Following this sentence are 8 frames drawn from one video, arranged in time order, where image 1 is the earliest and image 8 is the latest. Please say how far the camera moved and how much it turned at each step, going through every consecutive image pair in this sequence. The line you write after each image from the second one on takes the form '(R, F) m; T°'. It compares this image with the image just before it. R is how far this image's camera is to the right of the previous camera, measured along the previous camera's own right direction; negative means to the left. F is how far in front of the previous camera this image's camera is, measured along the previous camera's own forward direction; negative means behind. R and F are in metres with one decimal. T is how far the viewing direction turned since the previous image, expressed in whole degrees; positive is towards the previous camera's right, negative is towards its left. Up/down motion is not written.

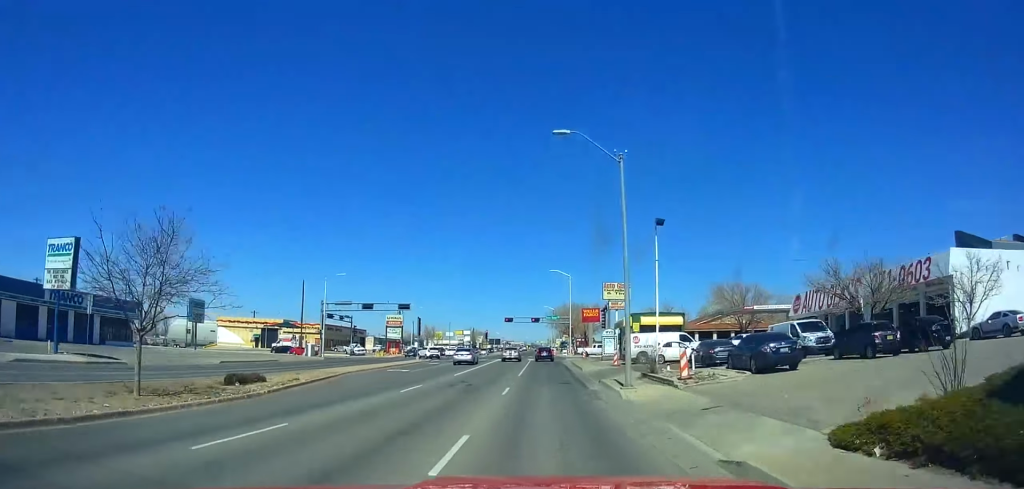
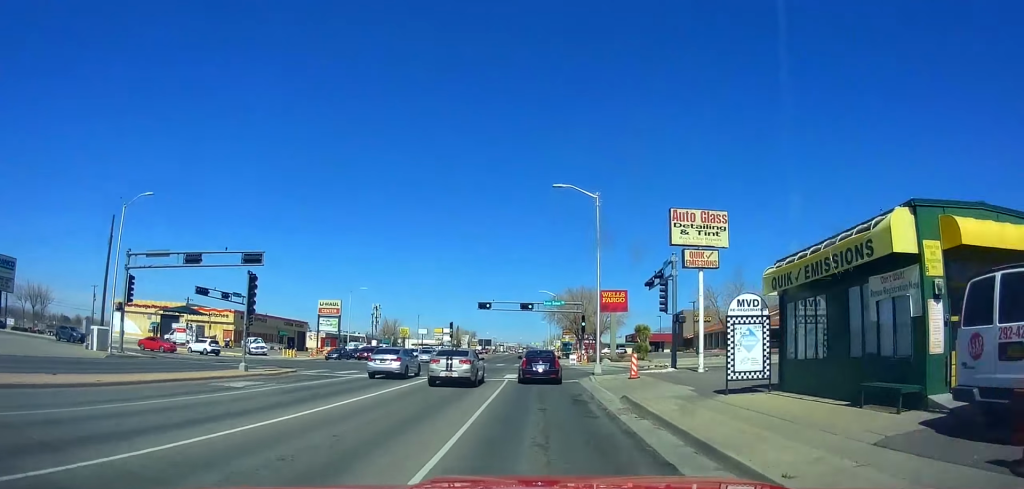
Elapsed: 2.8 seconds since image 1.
(+0.1, +39.1) m; 0°
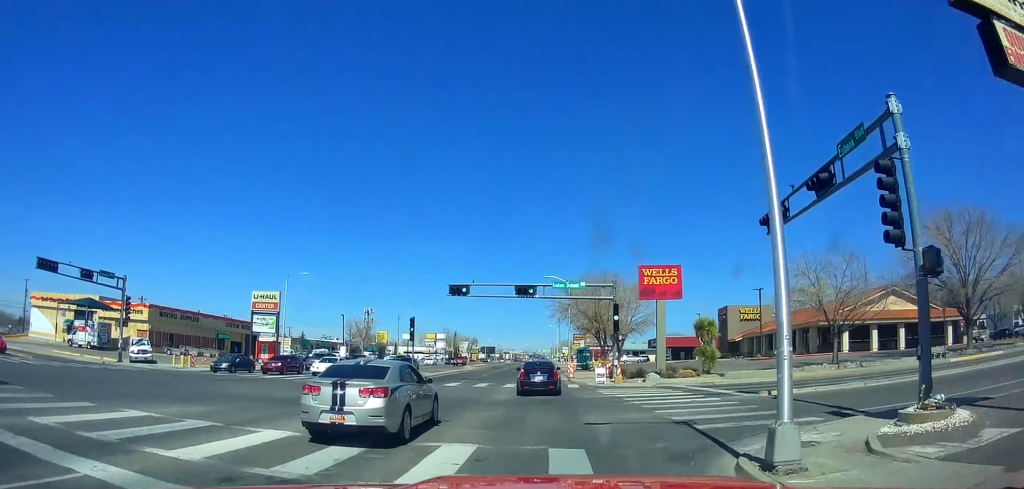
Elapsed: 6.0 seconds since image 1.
(+0.3, +34.9) m; 0°
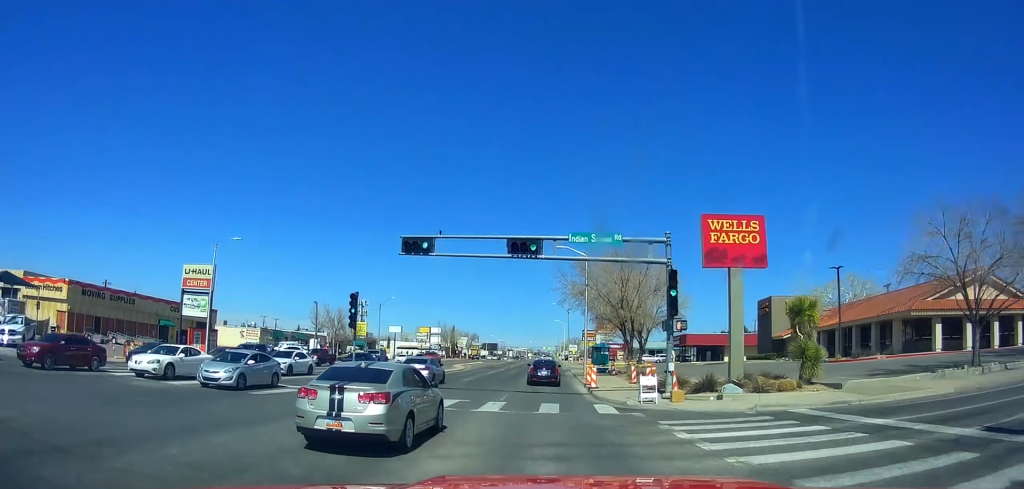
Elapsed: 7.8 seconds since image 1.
(+0.1, +17.2) m; -1°
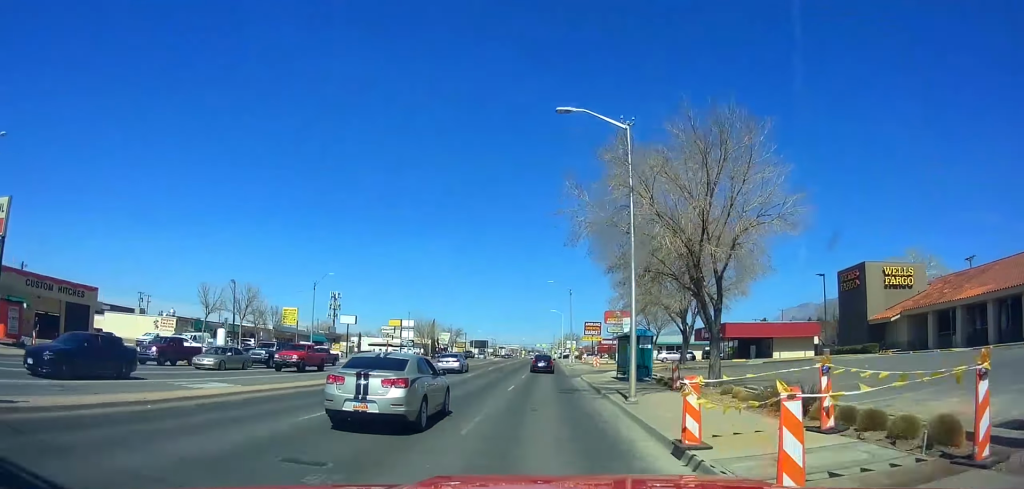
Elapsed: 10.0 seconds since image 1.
(-0.5, +20.5) m; 0°
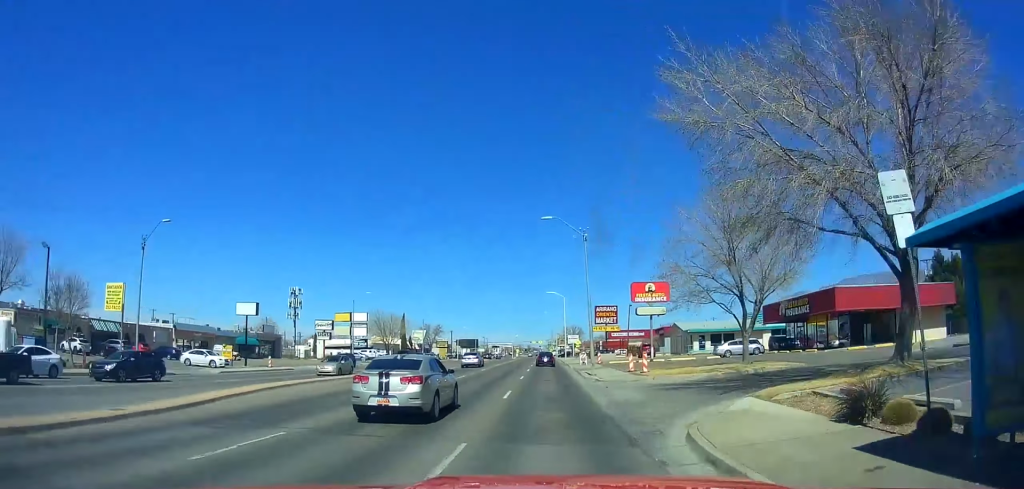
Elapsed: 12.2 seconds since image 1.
(+0.3, +22.6) m; +1°
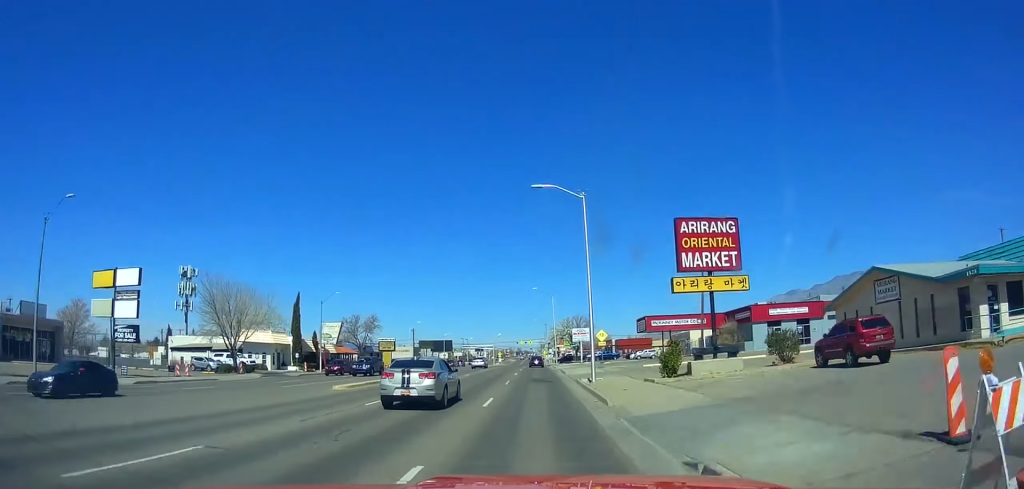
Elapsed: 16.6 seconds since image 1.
(+0.6, +54.7) m; +1°
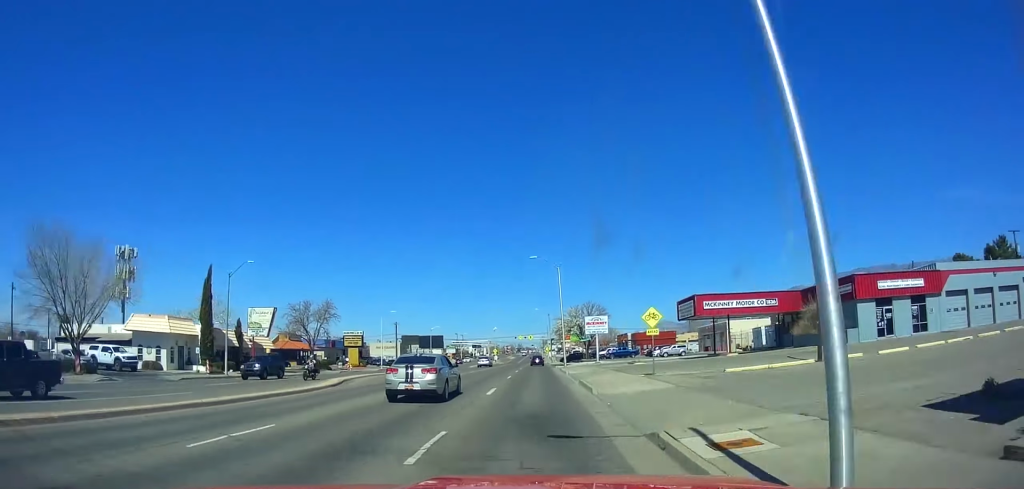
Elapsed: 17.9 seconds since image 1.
(0.0, +20.7) m; 0°
